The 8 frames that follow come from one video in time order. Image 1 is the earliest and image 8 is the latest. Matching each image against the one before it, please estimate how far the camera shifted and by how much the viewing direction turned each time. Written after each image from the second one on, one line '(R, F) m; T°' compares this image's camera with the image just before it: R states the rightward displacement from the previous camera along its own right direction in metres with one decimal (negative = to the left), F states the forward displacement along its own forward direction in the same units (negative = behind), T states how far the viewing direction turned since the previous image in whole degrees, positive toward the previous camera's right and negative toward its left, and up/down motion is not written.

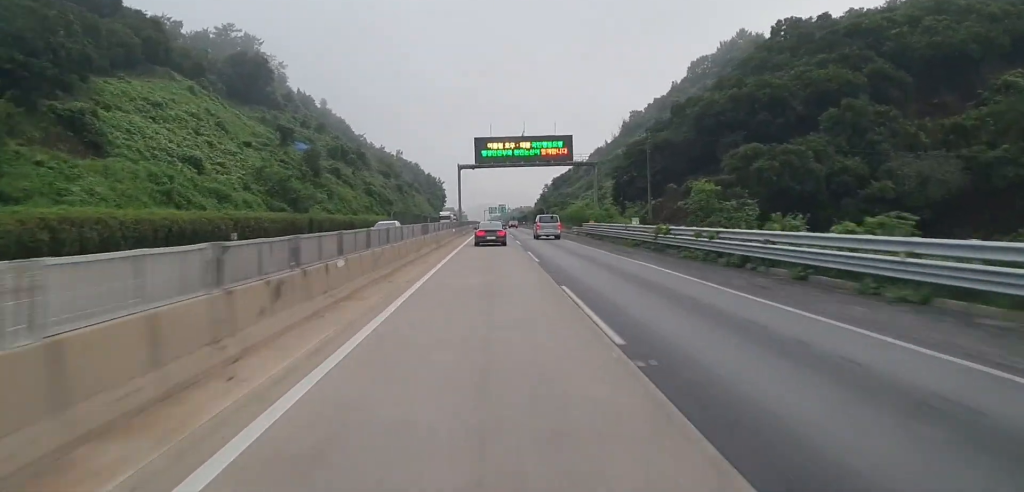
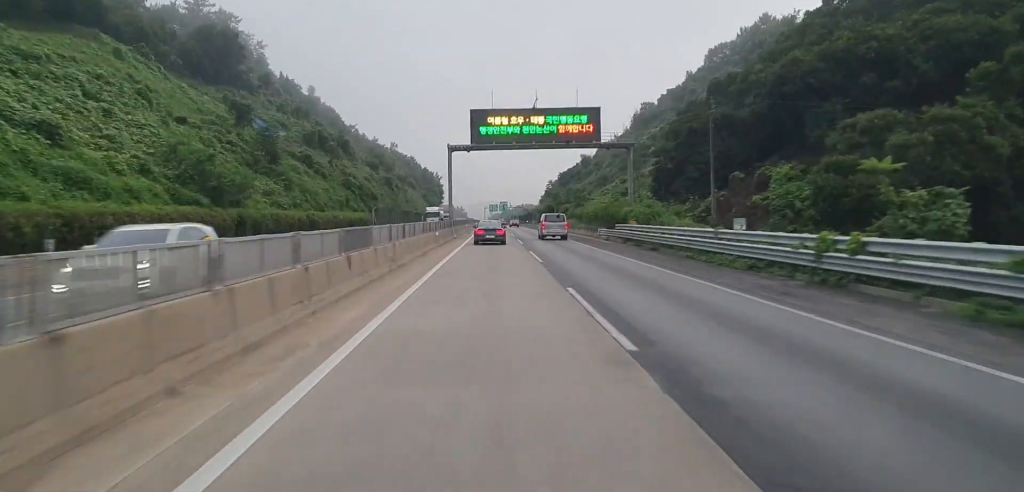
(+0.1, +21.2) m; 0°
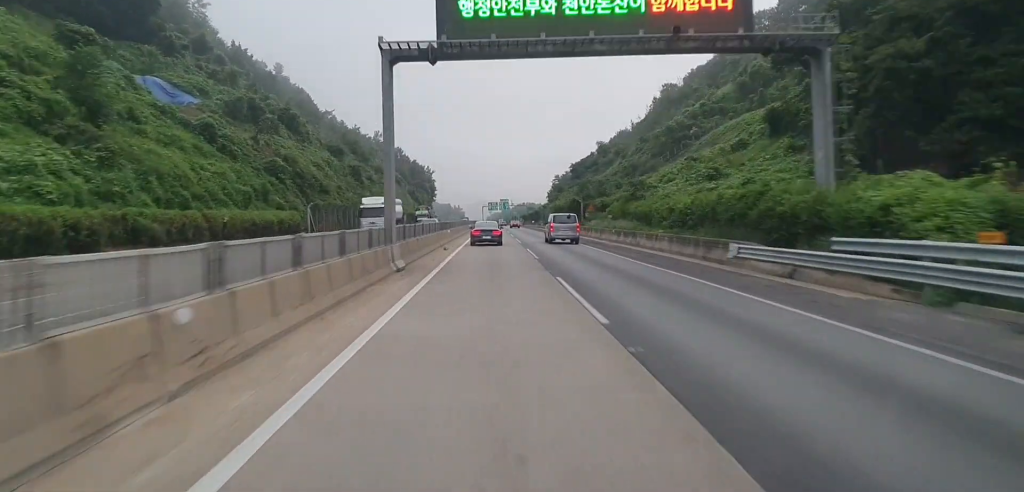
(-0.2, +35.1) m; 0°
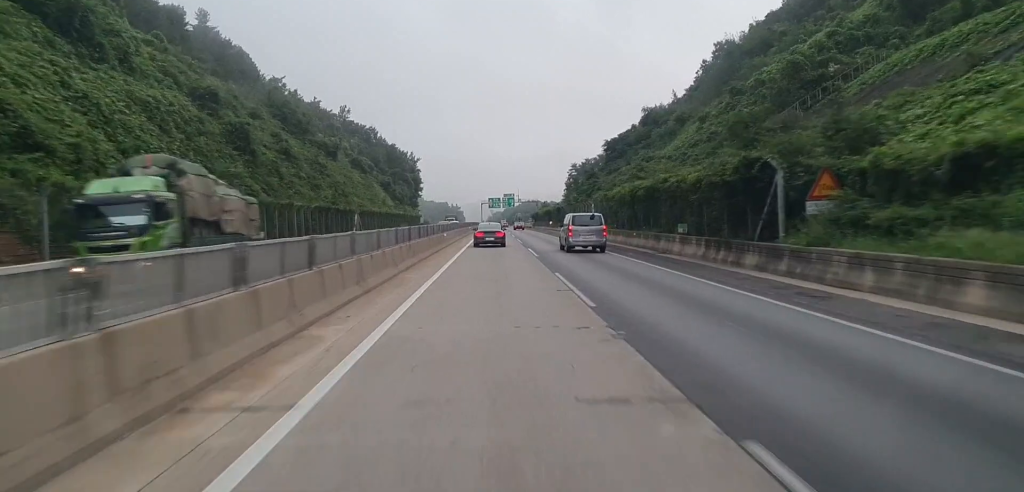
(+0.6, +55.6) m; 0°
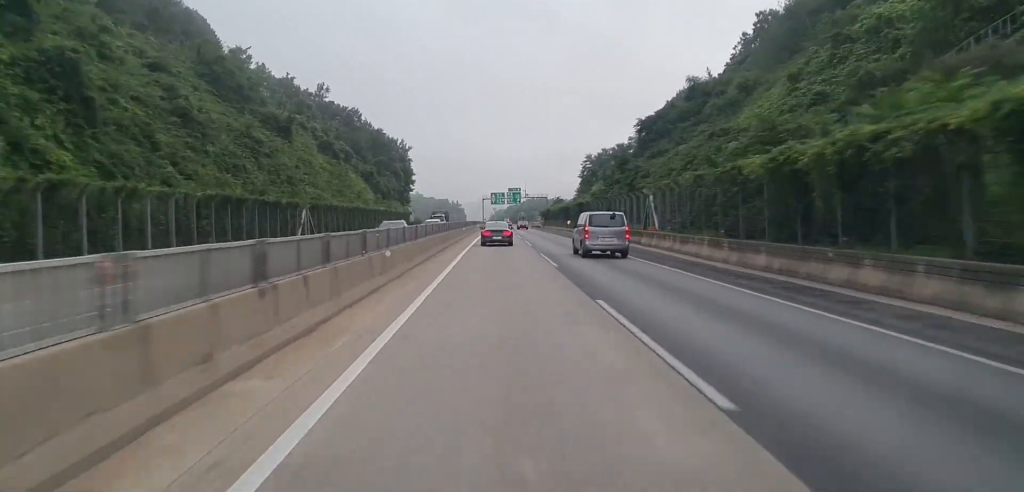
(-0.5, +28.0) m; -1°
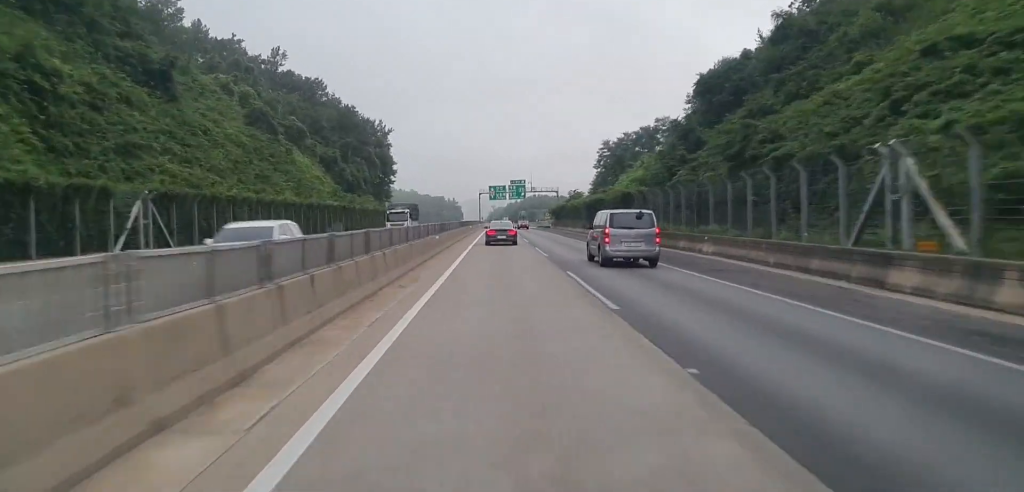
(+0.1, +32.2) m; 0°
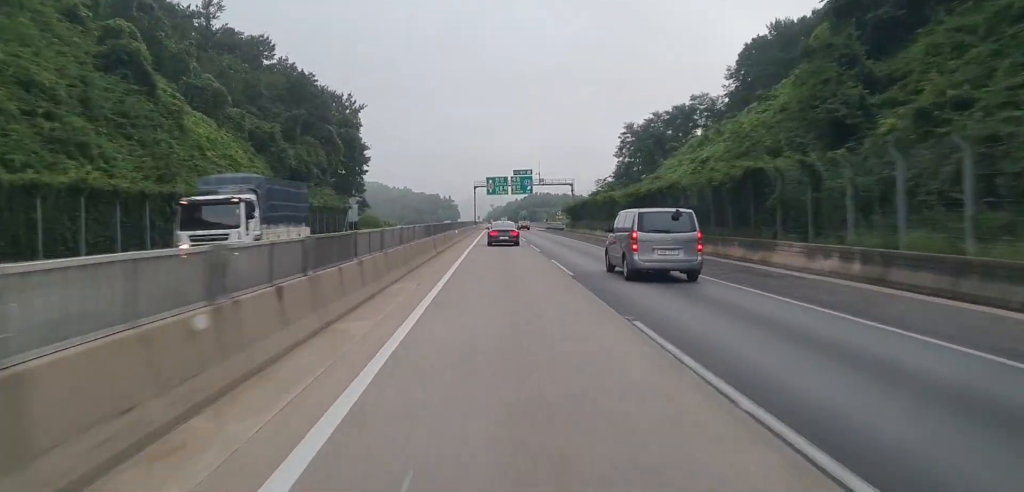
(0.0, +31.0) m; 0°
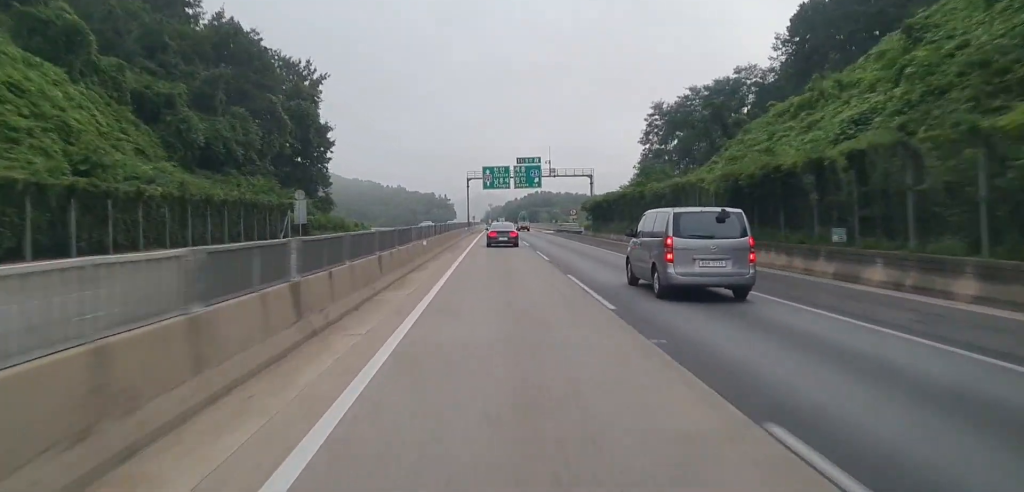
(0.0, +24.6) m; +1°
